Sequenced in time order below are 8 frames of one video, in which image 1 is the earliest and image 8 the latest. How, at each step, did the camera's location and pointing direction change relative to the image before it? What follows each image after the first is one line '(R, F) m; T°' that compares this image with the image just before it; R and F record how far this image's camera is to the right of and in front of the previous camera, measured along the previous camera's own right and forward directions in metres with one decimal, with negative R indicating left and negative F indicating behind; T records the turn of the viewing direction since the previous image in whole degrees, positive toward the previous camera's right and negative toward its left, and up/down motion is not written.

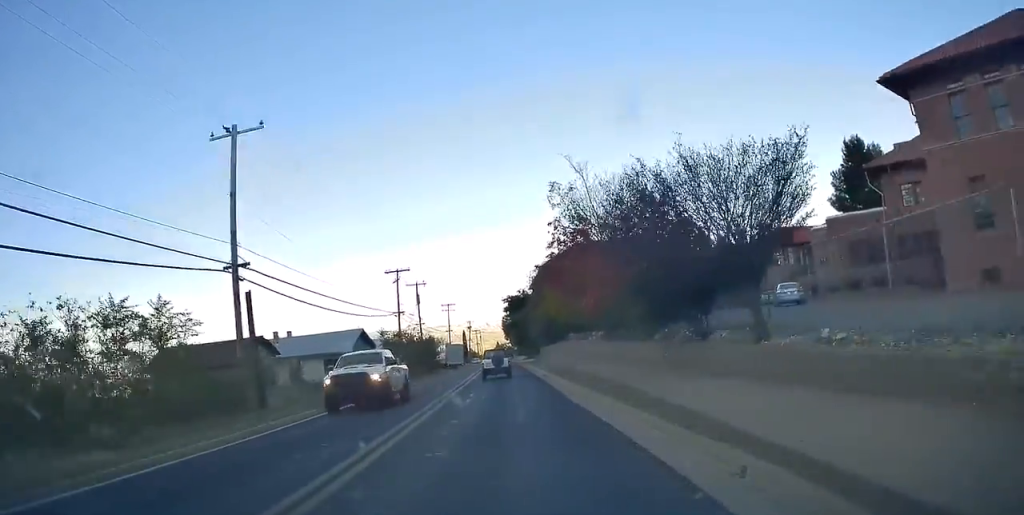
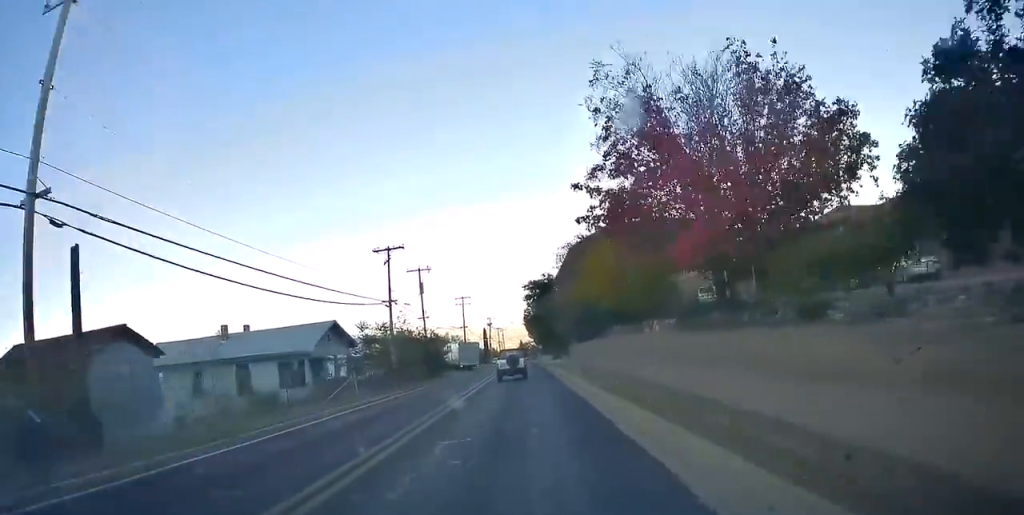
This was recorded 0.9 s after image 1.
(-1.0, +11.9) m; -2°
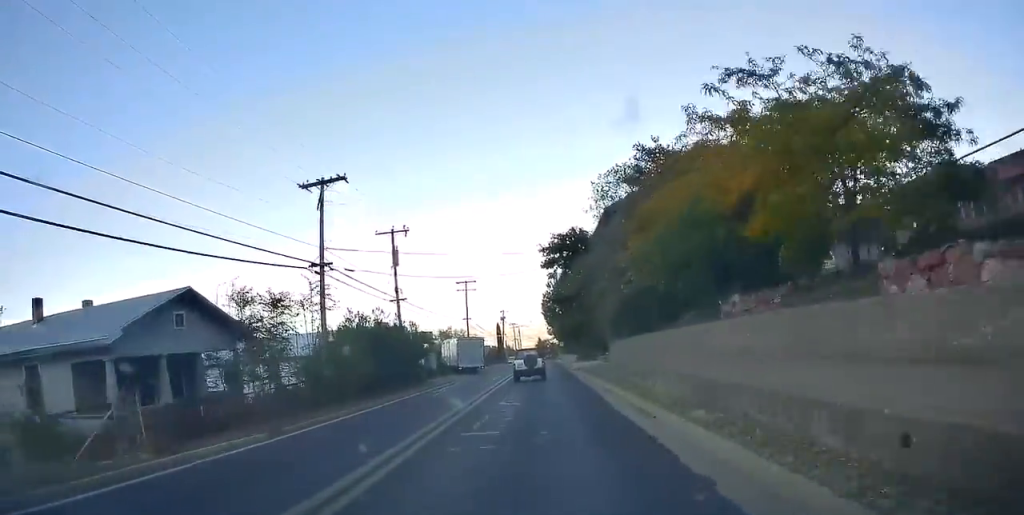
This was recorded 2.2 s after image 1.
(+0.4, +17.9) m; 0°
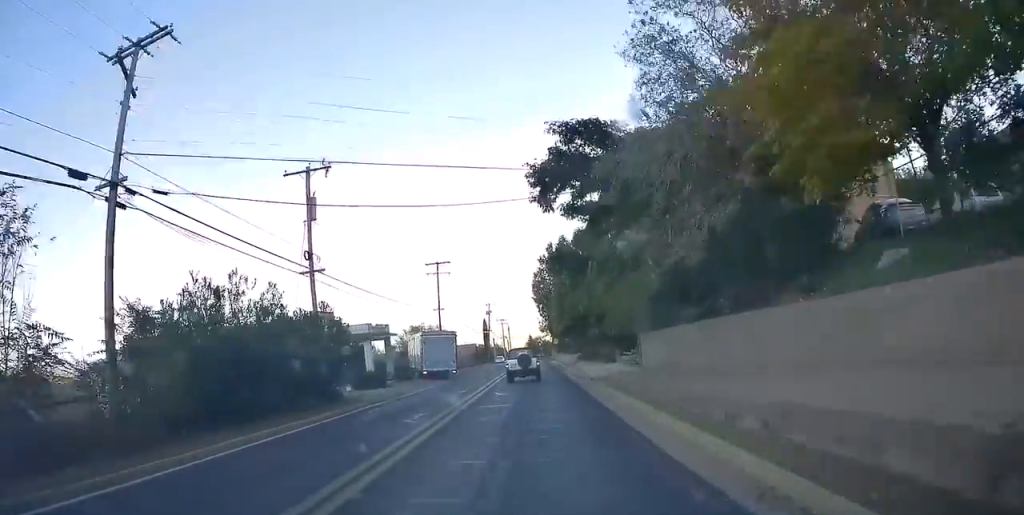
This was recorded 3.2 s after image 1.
(-0.3, +14.3) m; -1°
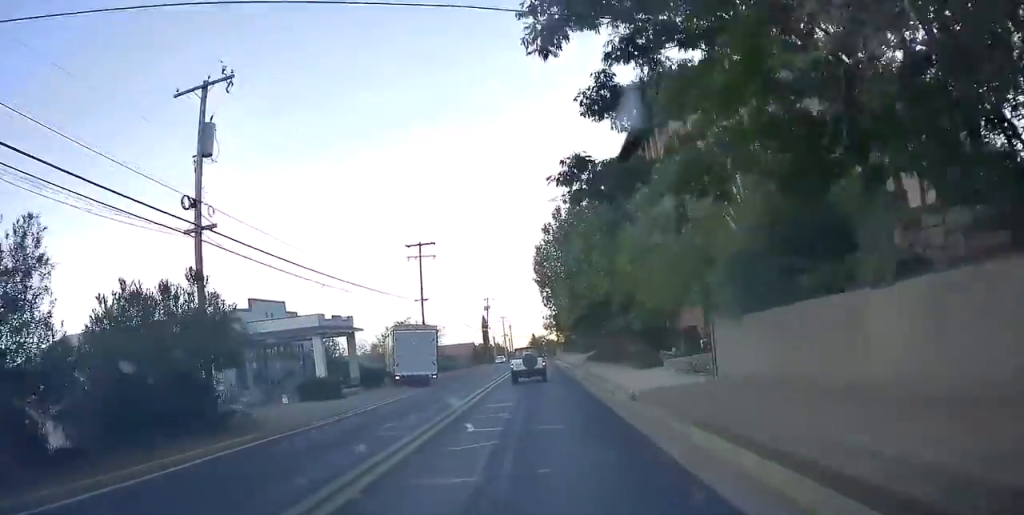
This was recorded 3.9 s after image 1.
(+0.5, +9.7) m; -1°
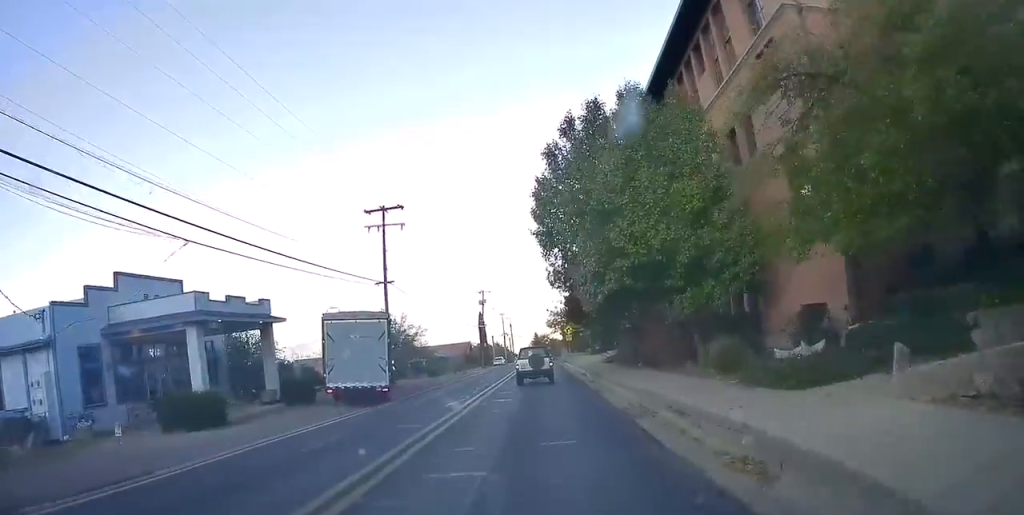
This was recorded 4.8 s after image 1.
(-0.8, +11.7) m; -1°
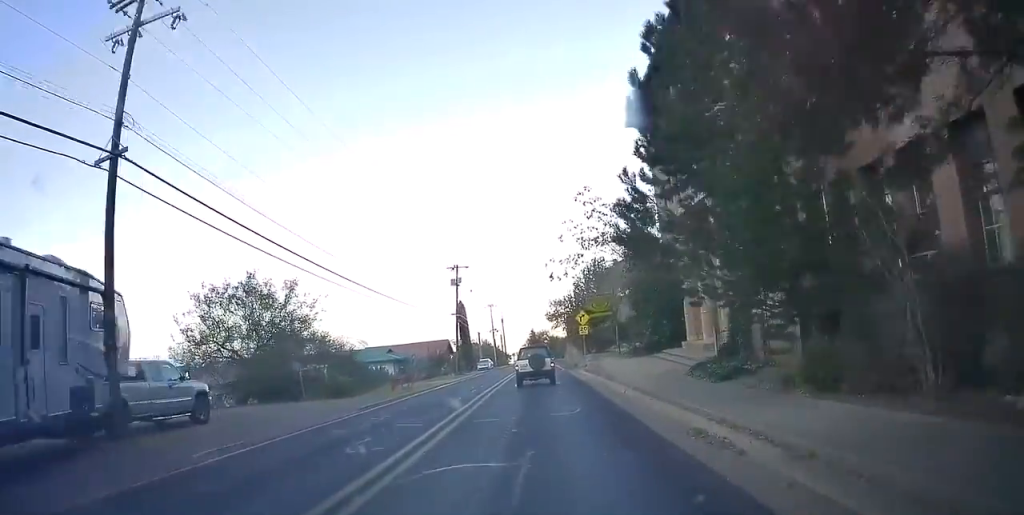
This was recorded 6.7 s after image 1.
(+1.0, +24.1) m; +1°
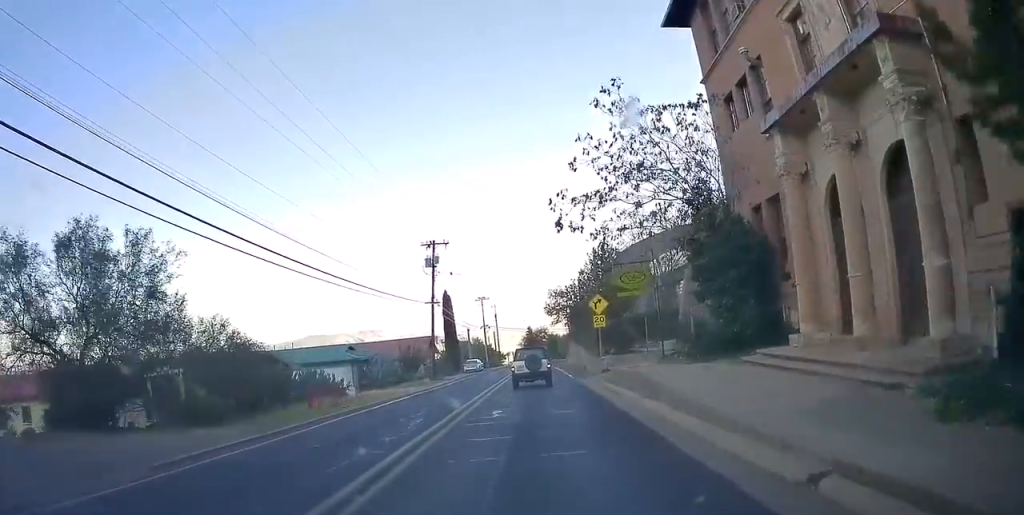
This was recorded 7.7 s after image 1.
(-0.5, +12.1) m; 0°
